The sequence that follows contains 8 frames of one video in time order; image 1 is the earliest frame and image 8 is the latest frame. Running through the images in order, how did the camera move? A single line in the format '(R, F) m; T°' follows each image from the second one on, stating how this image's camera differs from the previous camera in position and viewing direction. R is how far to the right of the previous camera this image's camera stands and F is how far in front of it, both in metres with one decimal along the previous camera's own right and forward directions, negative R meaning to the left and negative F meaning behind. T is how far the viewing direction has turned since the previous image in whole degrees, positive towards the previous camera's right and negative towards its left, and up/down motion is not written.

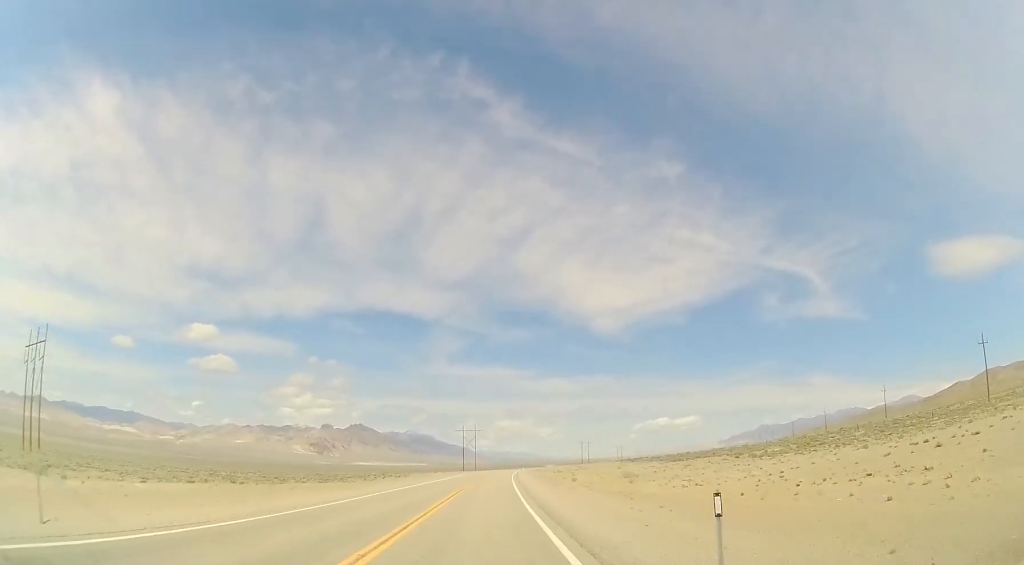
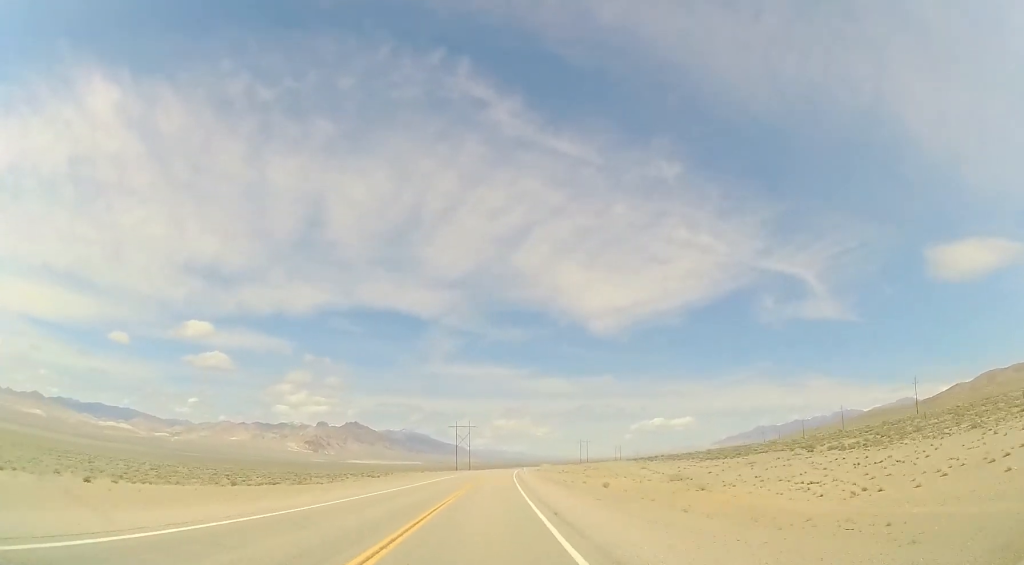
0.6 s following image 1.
(+0.2, +19.2) m; 0°
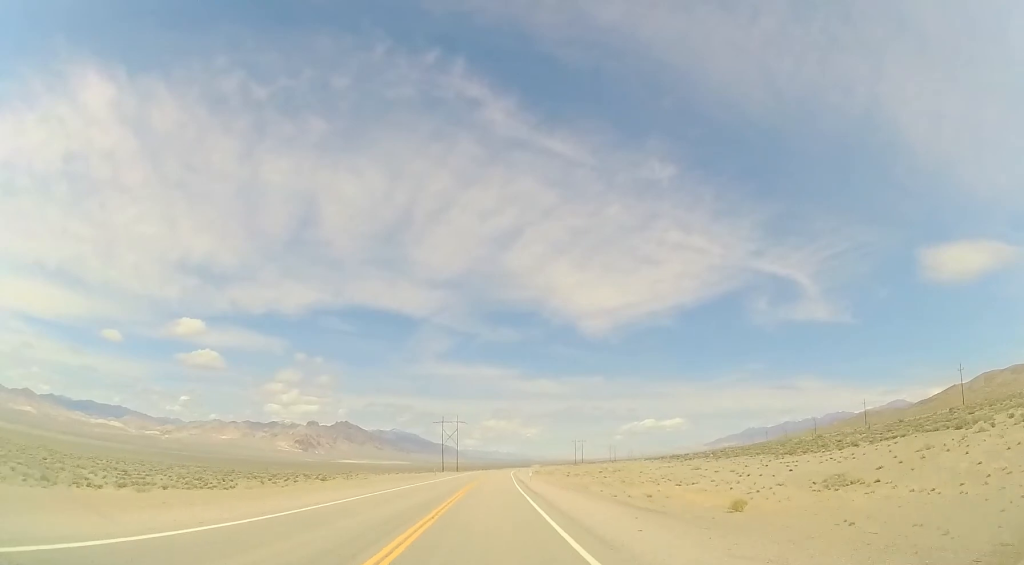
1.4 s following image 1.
(+0.2, +25.7) m; +1°
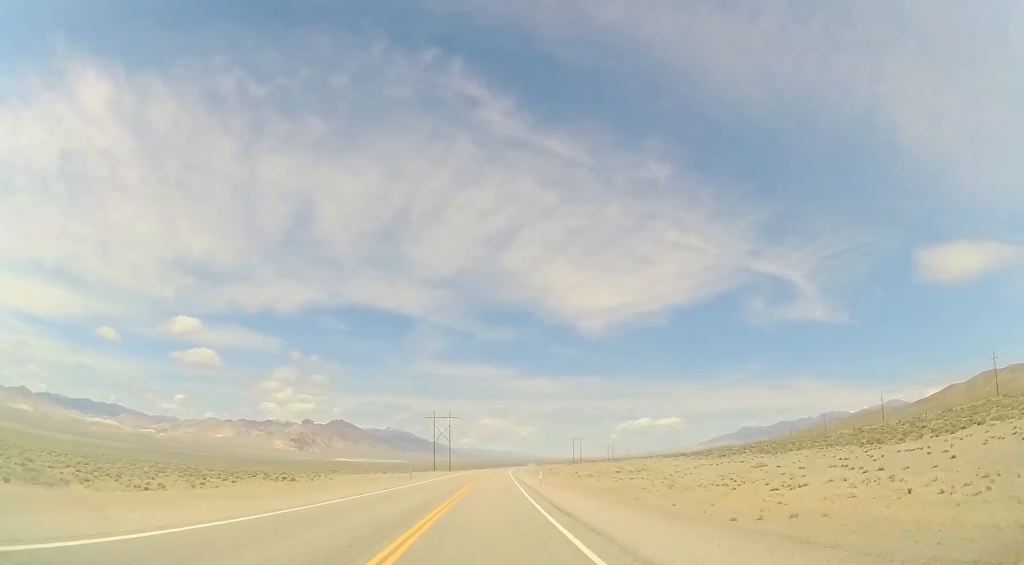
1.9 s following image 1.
(0.0, +16.1) m; 0°
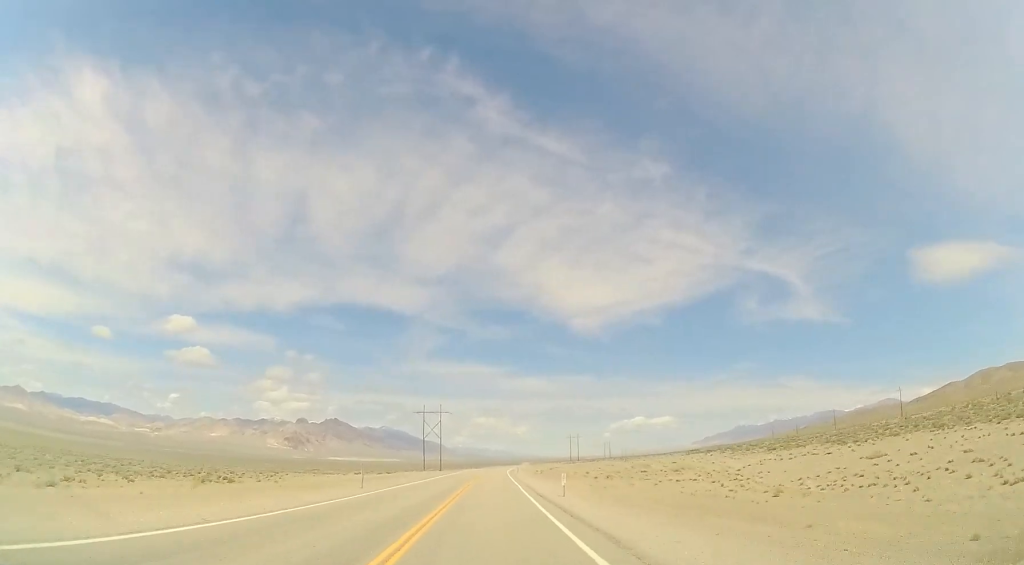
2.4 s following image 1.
(+0.1, +16.1) m; +1°
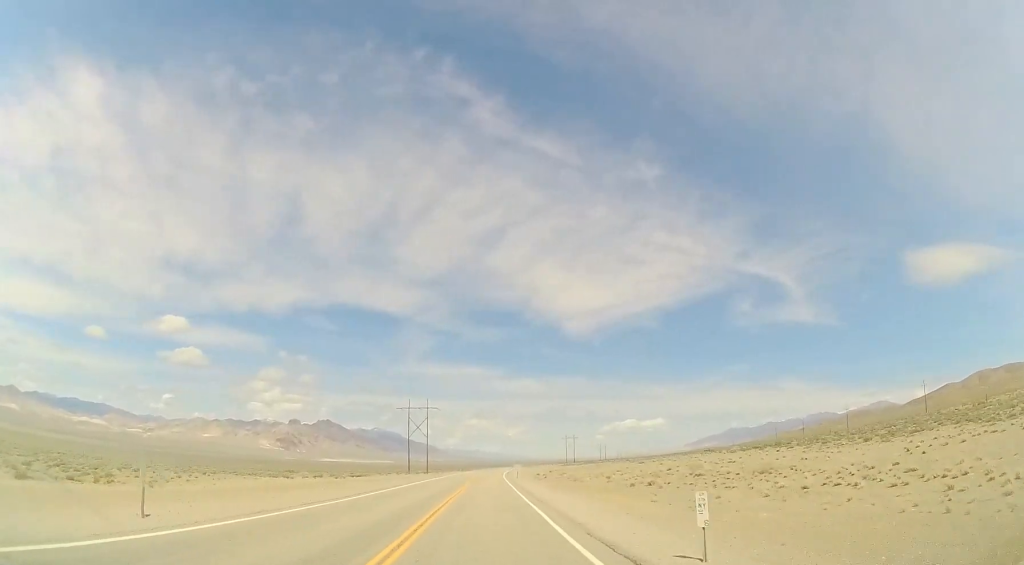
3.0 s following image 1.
(0.0, +19.4) m; +1°
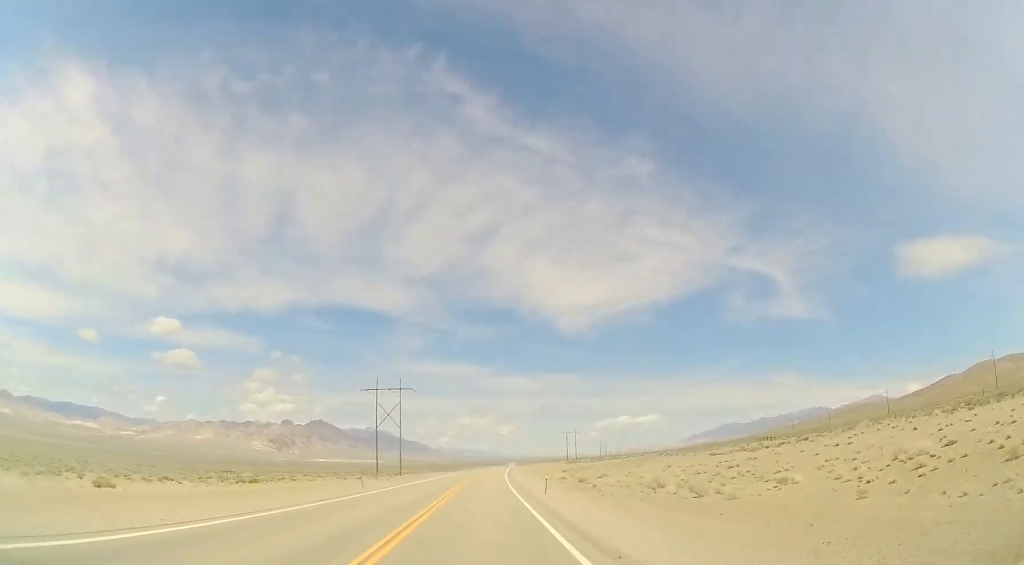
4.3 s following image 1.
(+0.8, +40.7) m; 0°
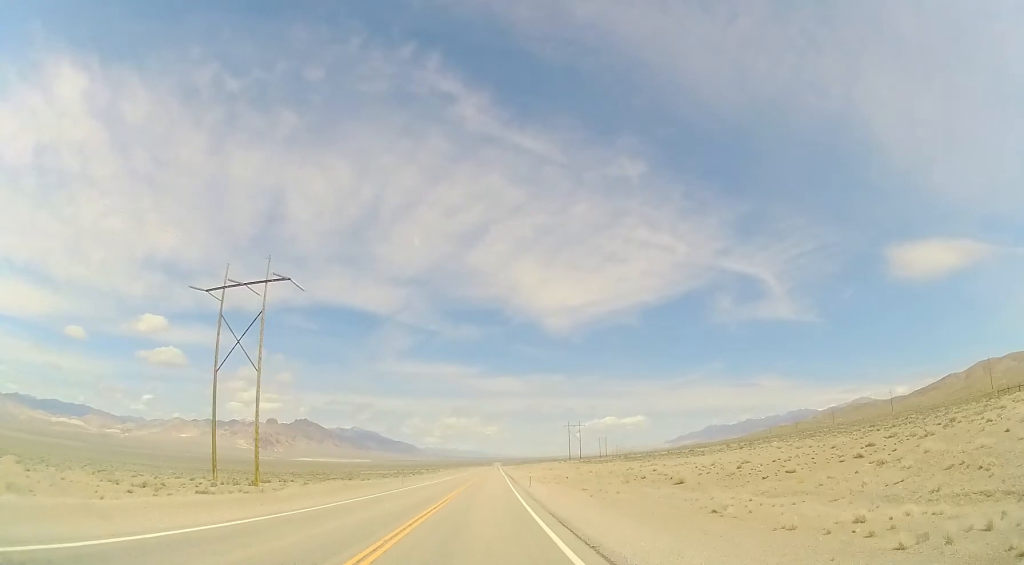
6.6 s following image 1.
(+0.7, +75.8) m; +2°
